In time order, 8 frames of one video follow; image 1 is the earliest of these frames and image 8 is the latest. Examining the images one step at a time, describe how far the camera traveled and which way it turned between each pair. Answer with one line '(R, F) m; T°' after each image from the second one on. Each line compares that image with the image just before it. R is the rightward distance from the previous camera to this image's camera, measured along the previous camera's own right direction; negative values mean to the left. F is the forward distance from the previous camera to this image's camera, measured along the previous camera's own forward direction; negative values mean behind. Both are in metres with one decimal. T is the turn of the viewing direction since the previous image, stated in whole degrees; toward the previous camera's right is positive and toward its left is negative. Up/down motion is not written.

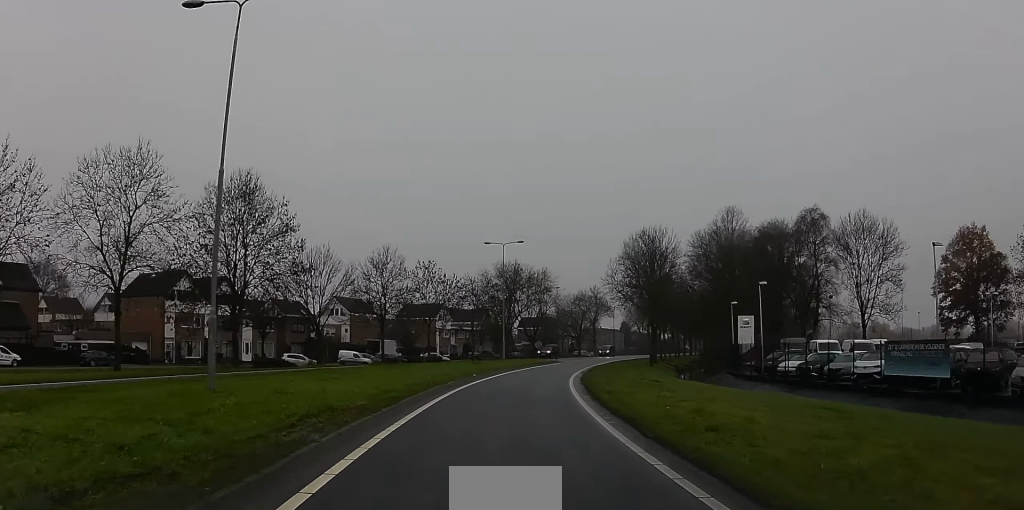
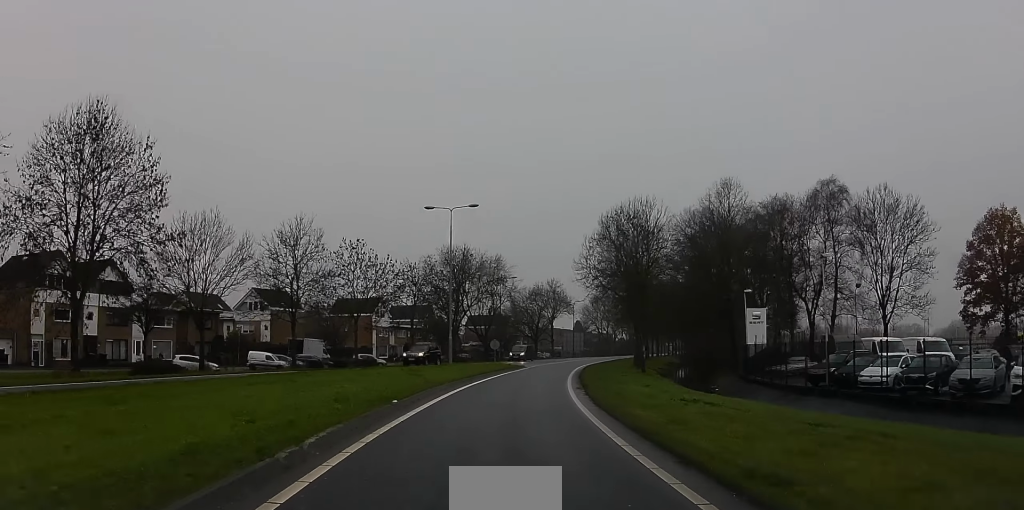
(+1.2, +16.1) m; +5°
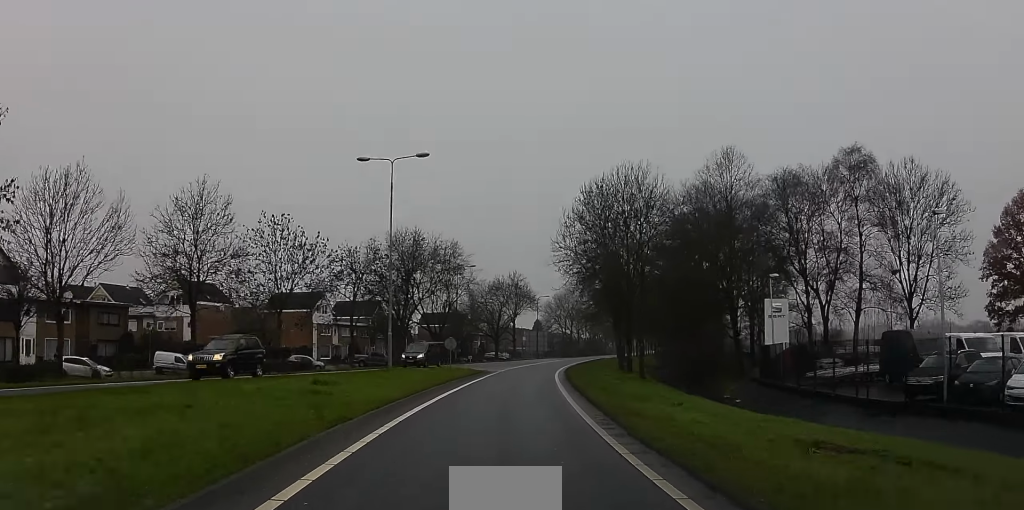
(+0.2, +12.5) m; +2°
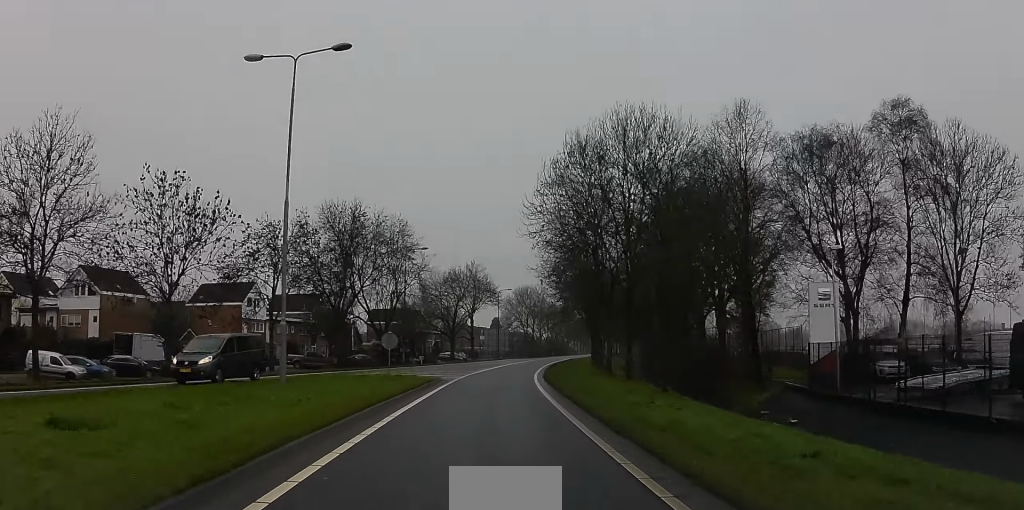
(+0.2, +12.5) m; +1°
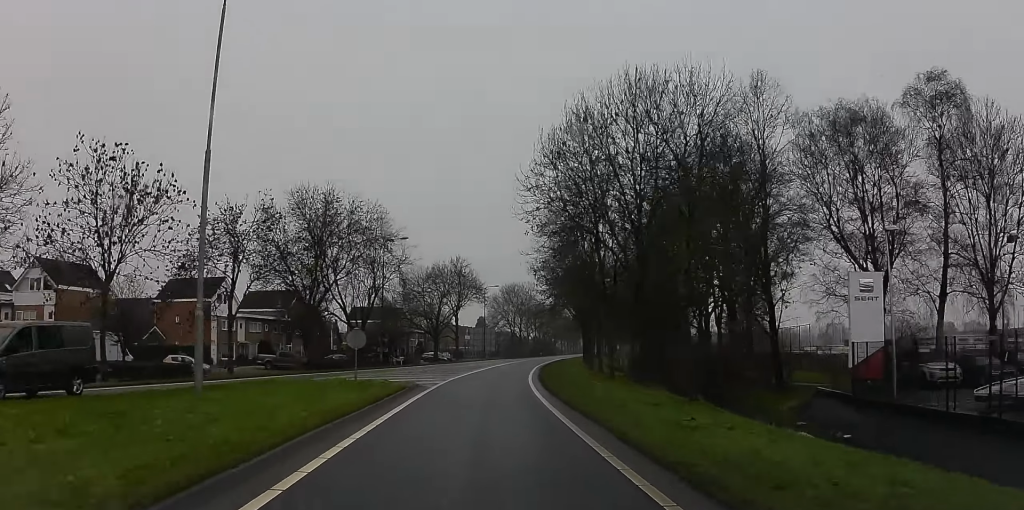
(-0.6, +5.6) m; +1°
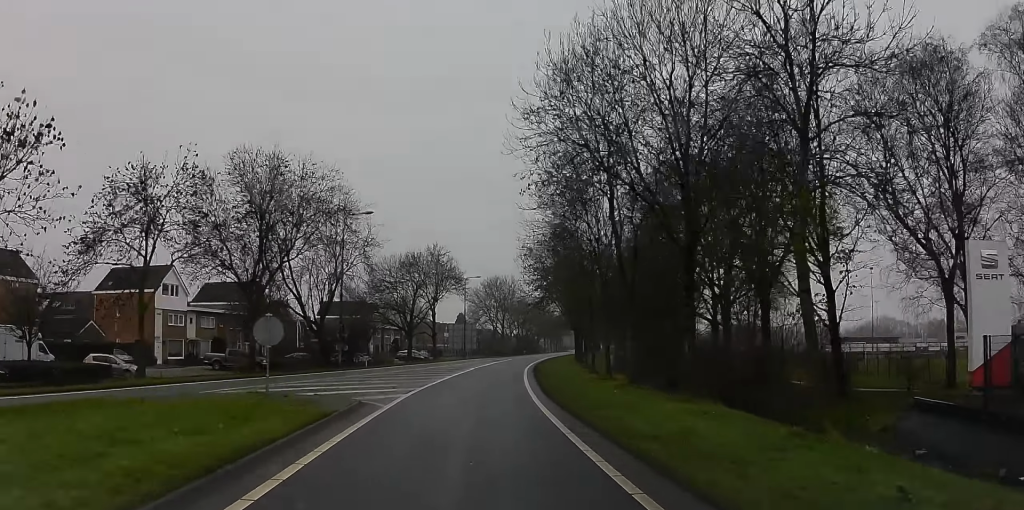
(+0.7, +9.6) m; +4°
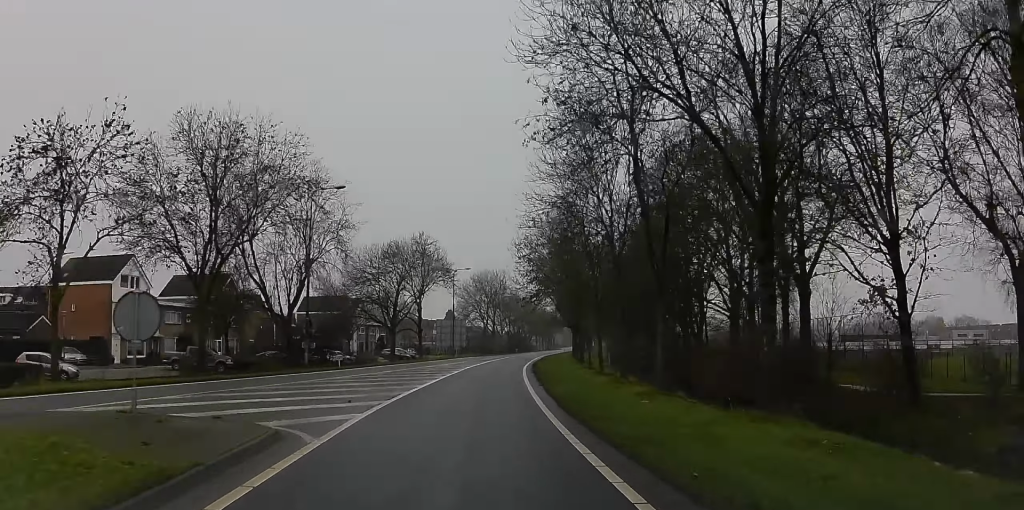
(+0.3, +7.1) m; +3°
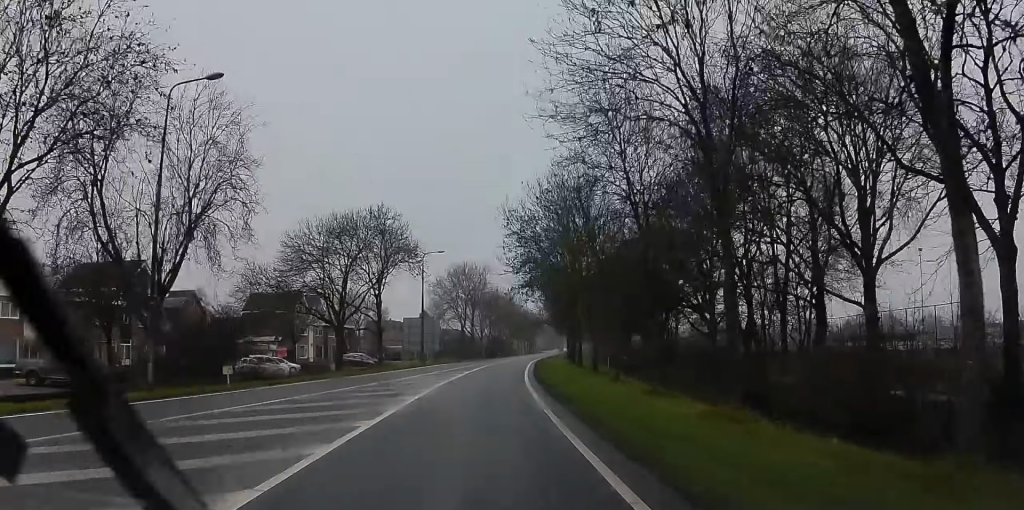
(+0.1, +18.0) m; +2°
